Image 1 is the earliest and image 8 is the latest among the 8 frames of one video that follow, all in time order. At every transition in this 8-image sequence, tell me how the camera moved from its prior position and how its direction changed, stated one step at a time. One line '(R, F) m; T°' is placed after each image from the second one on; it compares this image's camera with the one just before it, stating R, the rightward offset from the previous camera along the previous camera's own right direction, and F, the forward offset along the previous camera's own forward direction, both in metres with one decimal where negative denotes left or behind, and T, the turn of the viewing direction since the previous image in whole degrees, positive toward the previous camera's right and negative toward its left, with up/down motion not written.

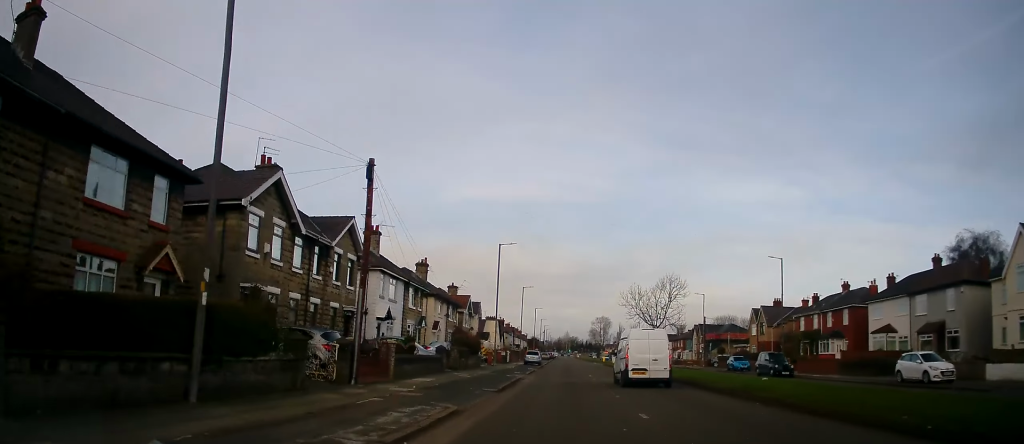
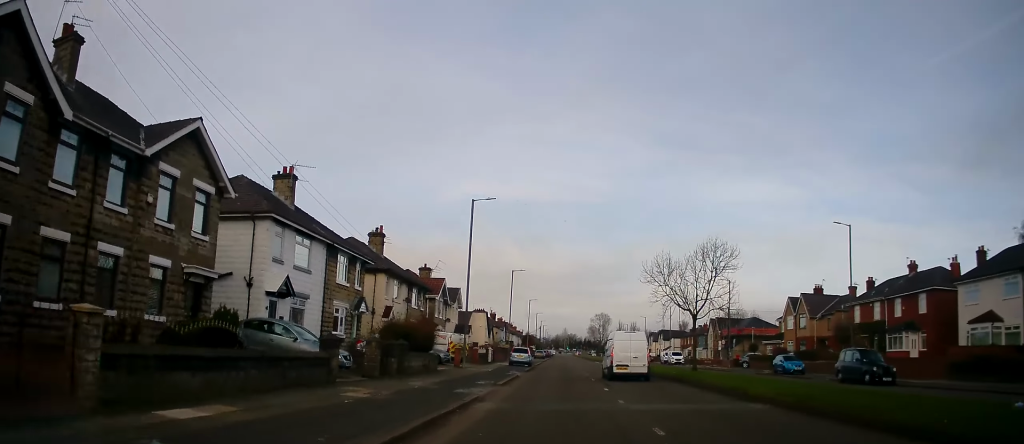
(+0.1, +14.3) m; 0°
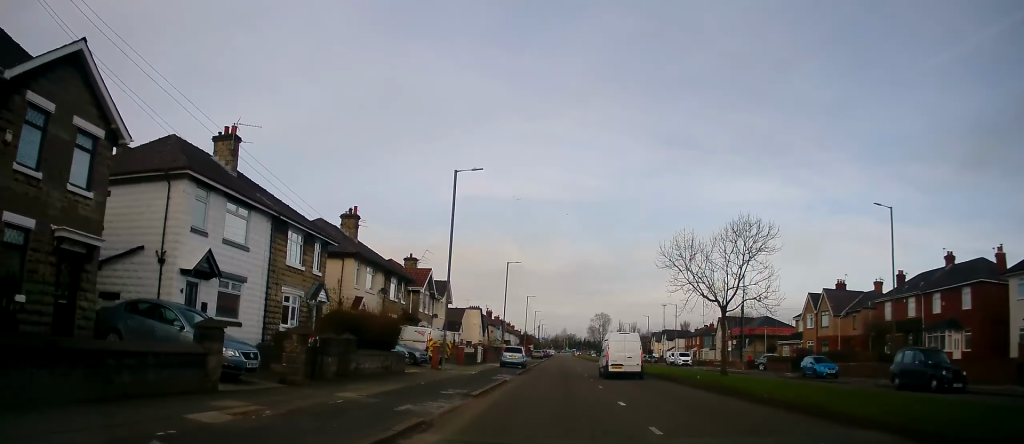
(+0.1, +5.9) m; -1°
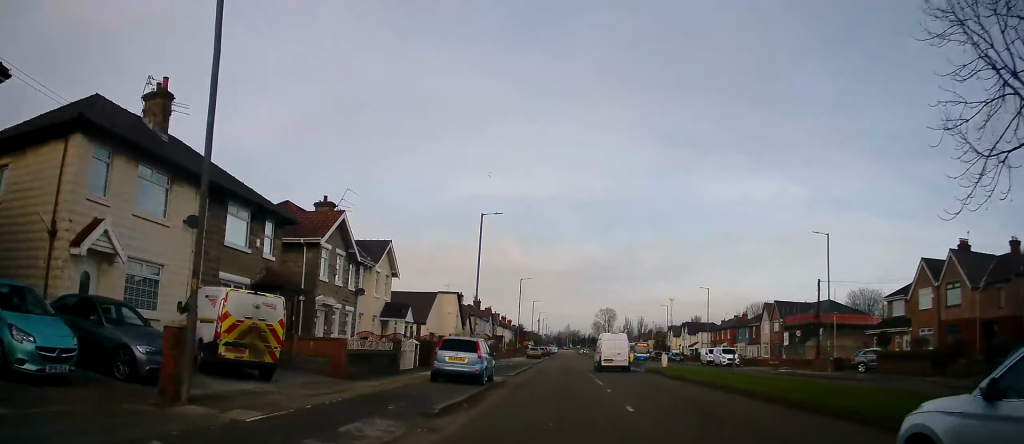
(-0.1, +21.0) m; +1°
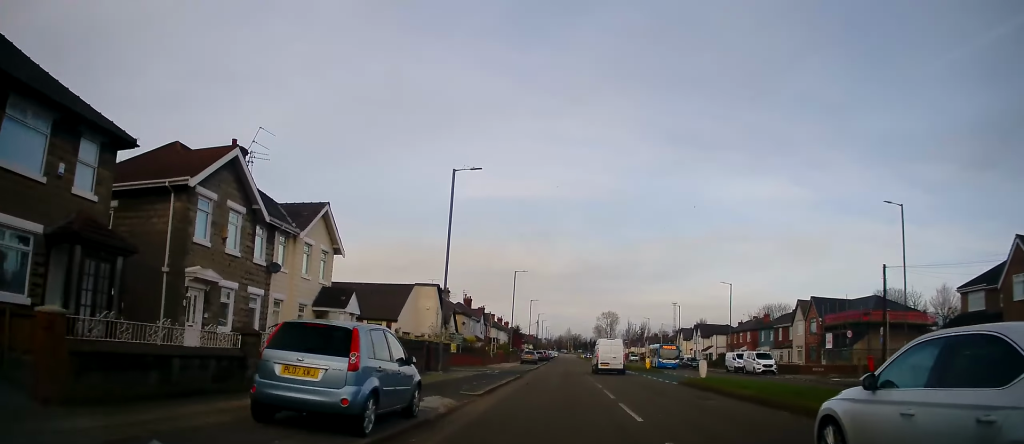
(0.0, +11.1) m; 0°
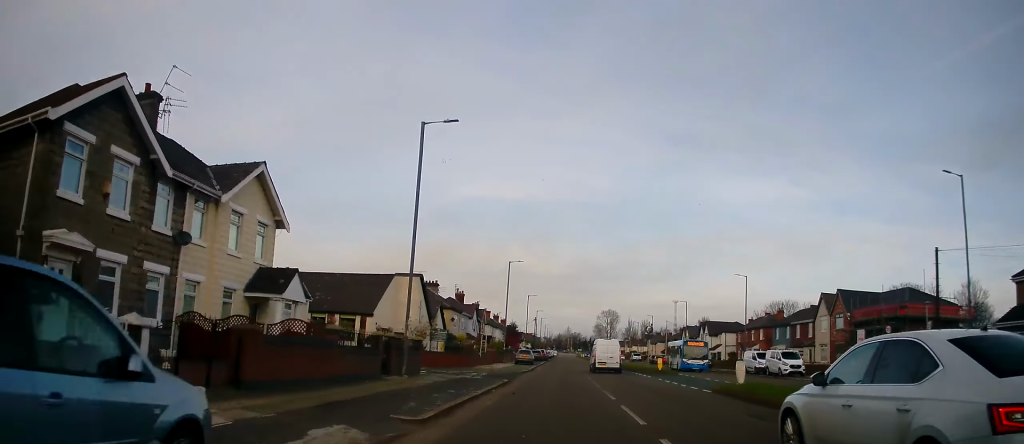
(0.0, +6.5) m; 0°
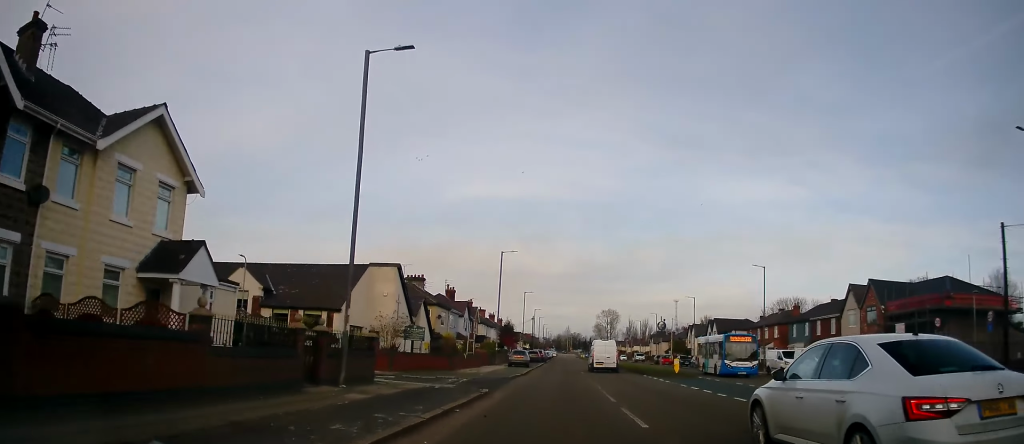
(+0.1, +6.4) m; 0°
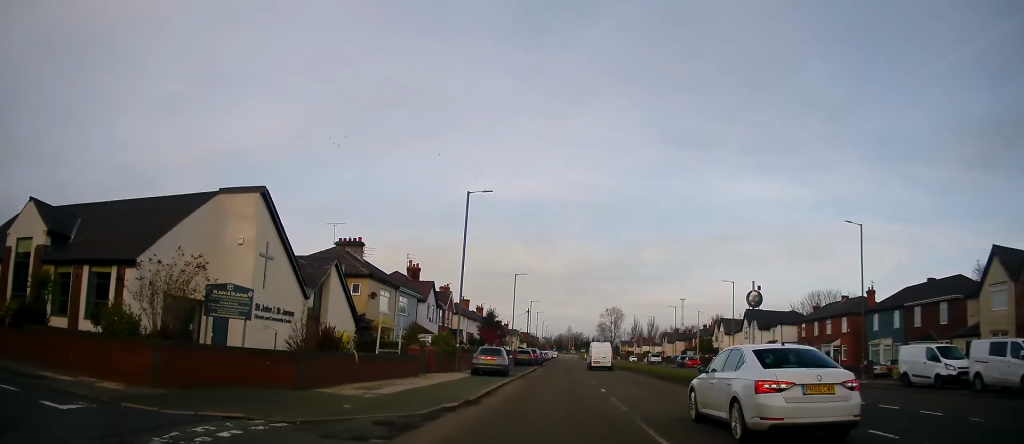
(-0.3, +20.3) m; -1°
